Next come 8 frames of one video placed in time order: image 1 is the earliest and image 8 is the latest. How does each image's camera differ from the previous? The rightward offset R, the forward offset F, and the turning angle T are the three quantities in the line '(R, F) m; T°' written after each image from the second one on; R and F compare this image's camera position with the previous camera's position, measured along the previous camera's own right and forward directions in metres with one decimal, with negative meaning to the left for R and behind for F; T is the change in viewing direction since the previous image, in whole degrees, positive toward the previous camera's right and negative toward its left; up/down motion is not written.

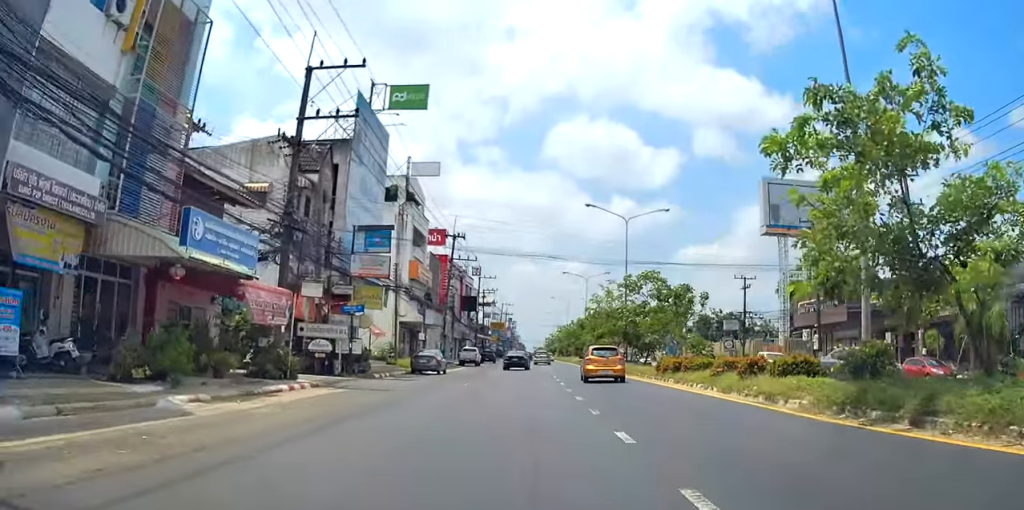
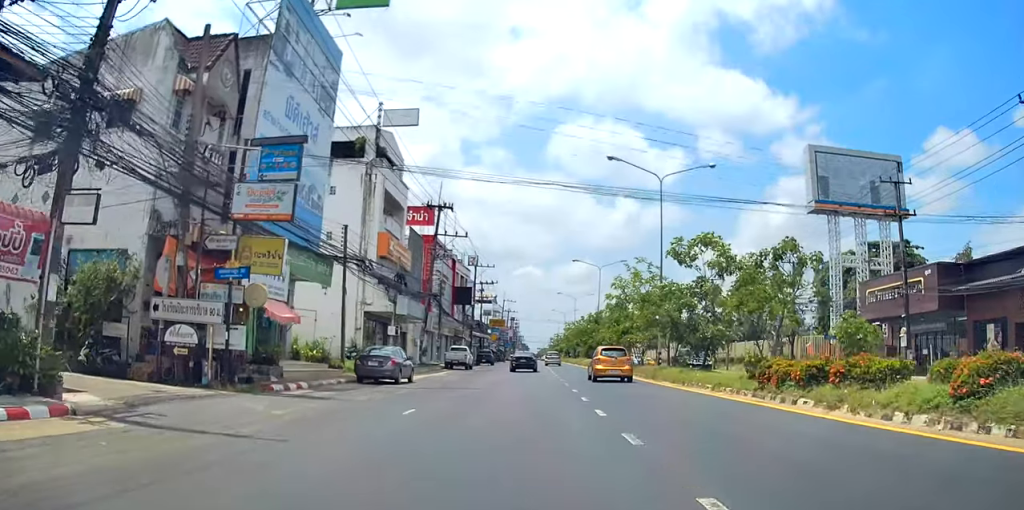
(+0.2, +13.2) m; +1°
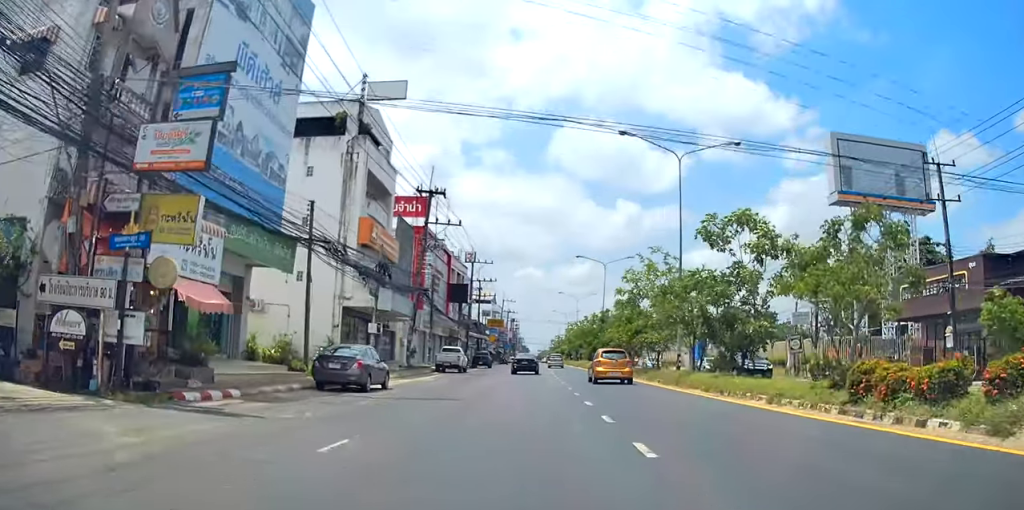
(0.0, +5.4) m; 0°
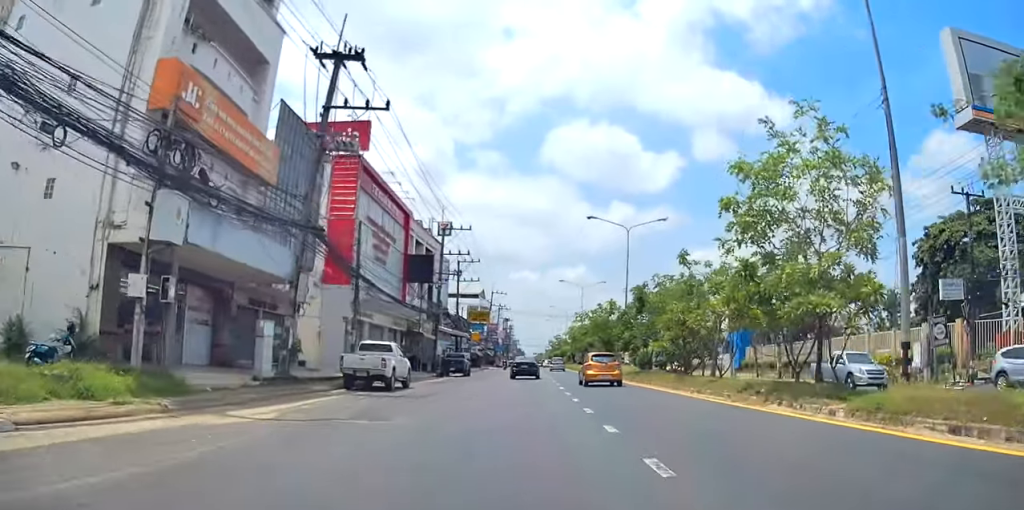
(+0.1, +22.5) m; 0°
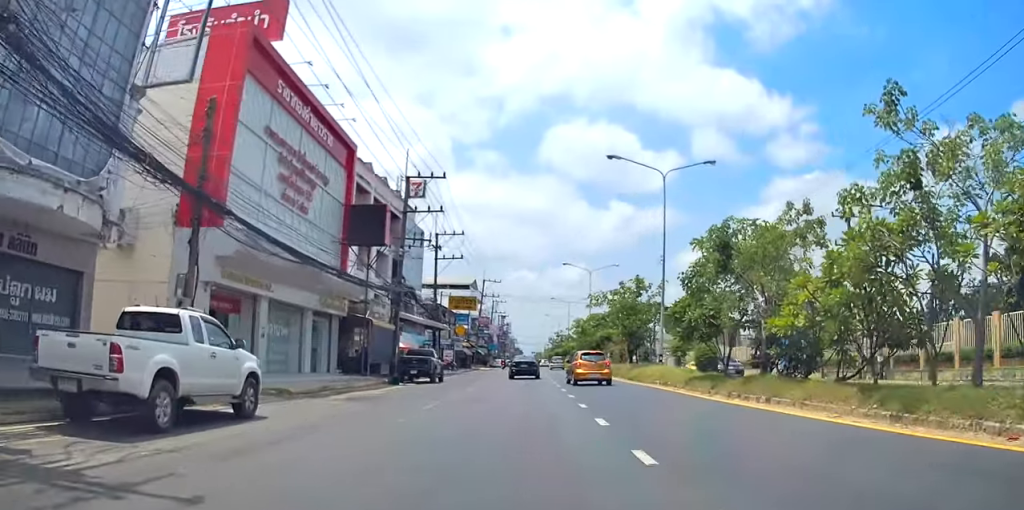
(0.0, +16.2) m; 0°
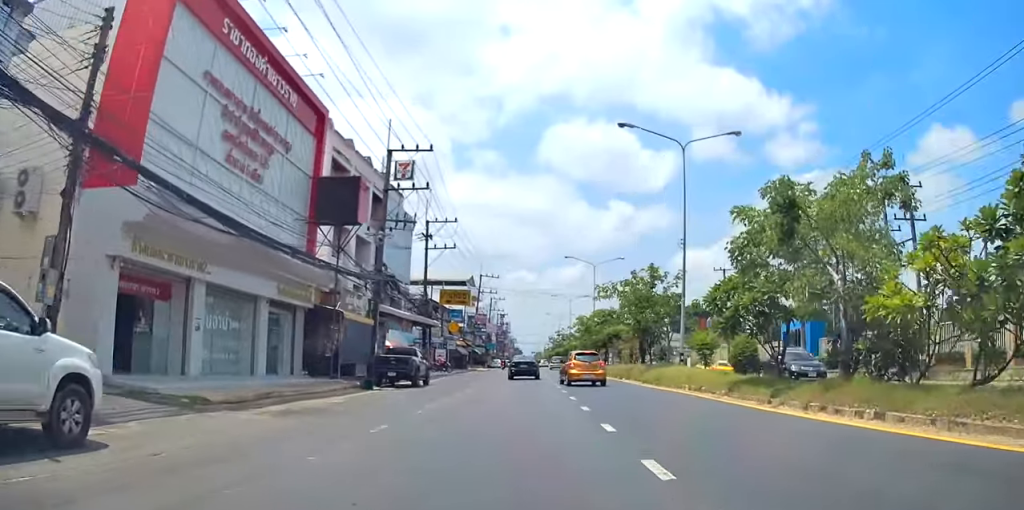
(0.0, +5.2) m; 0°
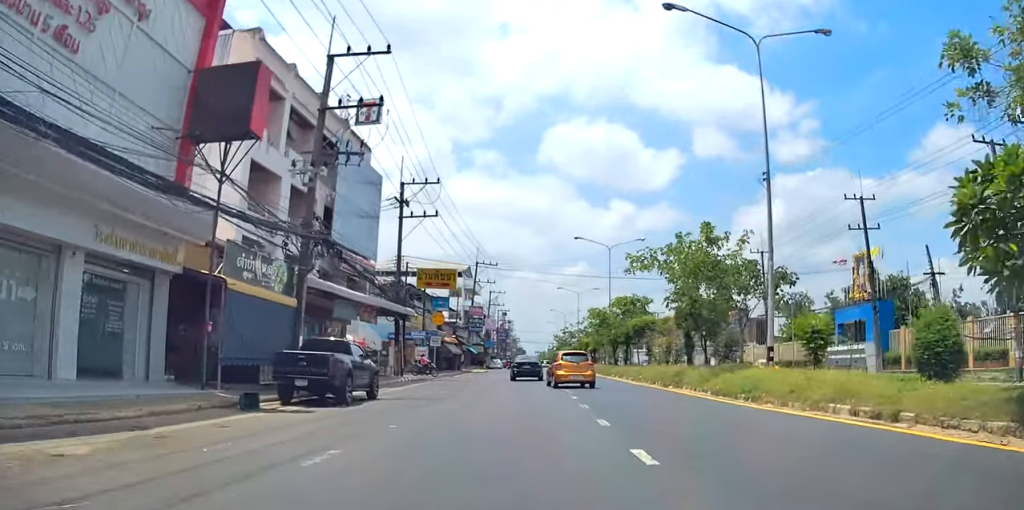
(-0.1, +11.5) m; -1°
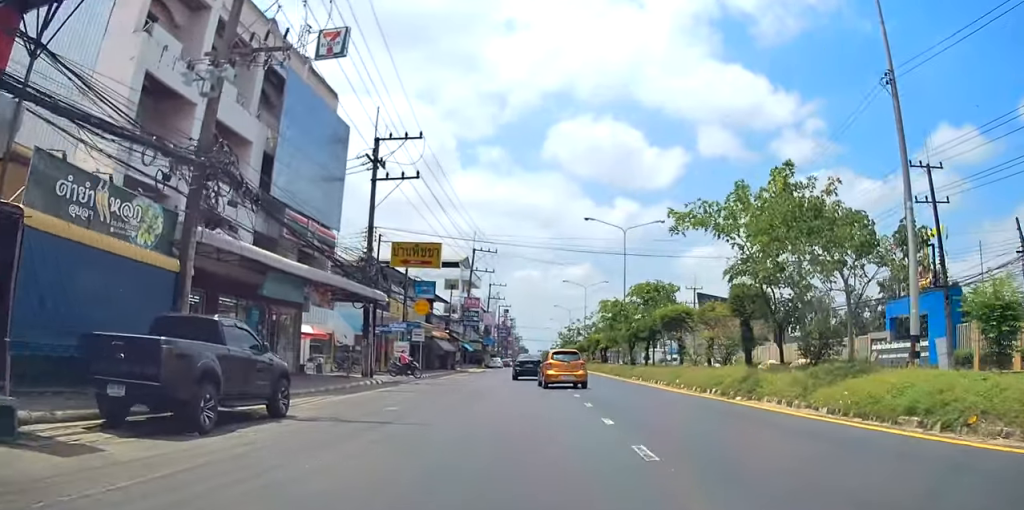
(0.0, +8.2) m; 0°
